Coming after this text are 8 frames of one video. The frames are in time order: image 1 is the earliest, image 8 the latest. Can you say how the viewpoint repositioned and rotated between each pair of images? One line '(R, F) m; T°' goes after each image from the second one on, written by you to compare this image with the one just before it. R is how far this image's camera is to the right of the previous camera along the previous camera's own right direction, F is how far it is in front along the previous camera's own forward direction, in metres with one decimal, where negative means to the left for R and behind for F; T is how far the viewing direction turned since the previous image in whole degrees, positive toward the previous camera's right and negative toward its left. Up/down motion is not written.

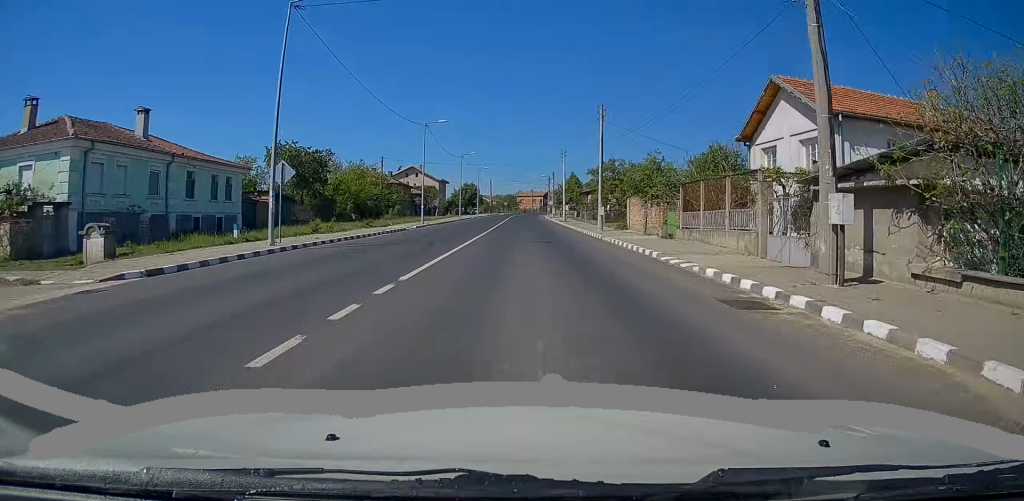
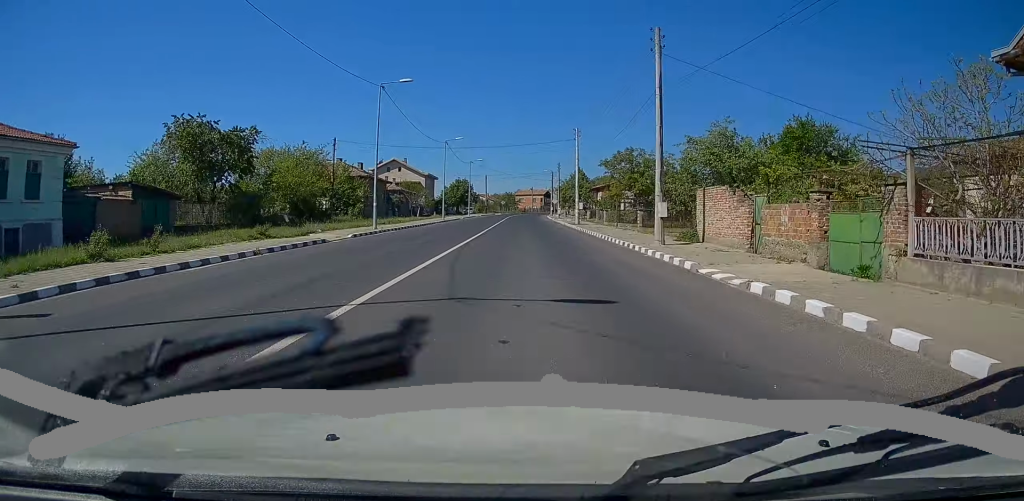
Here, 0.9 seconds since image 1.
(+0.1, +16.2) m; +1°
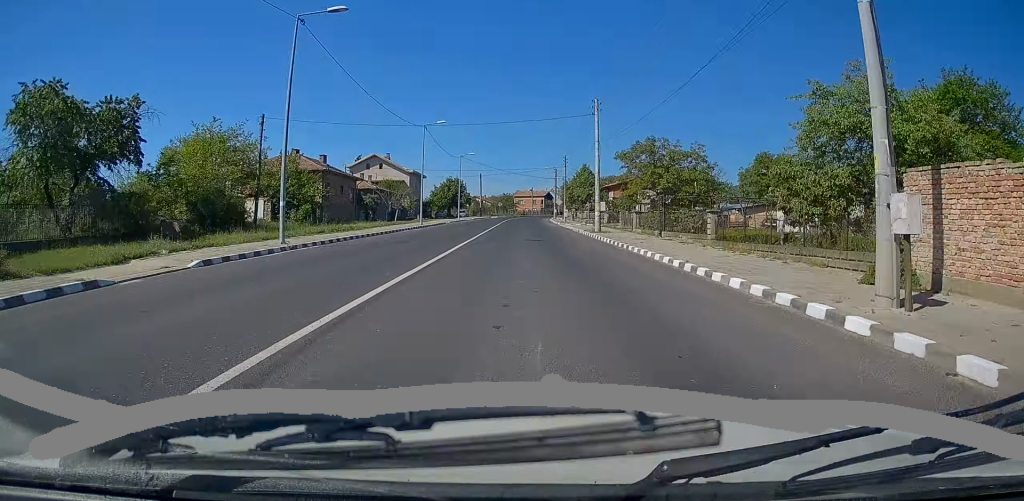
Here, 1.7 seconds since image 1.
(+0.1, +13.6) m; 0°
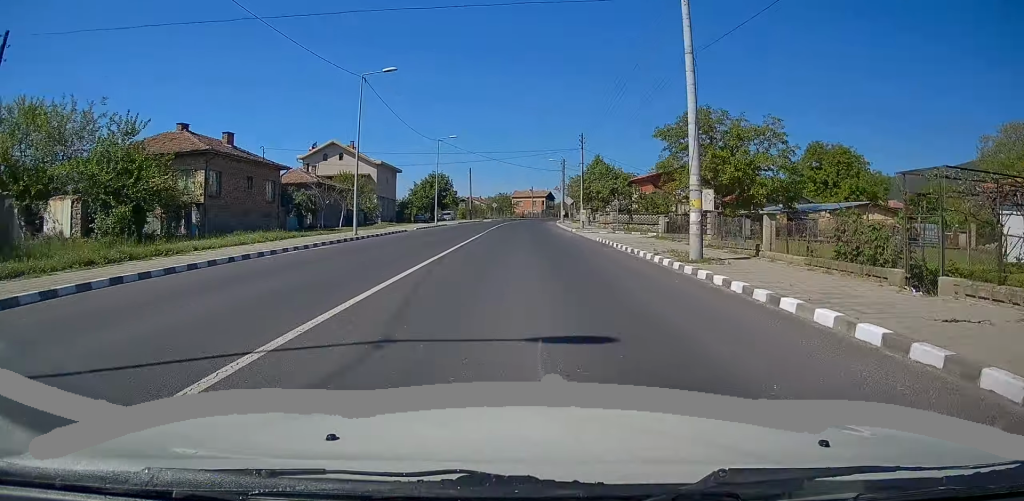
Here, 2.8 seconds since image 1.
(-0.2, +20.0) m; -1°
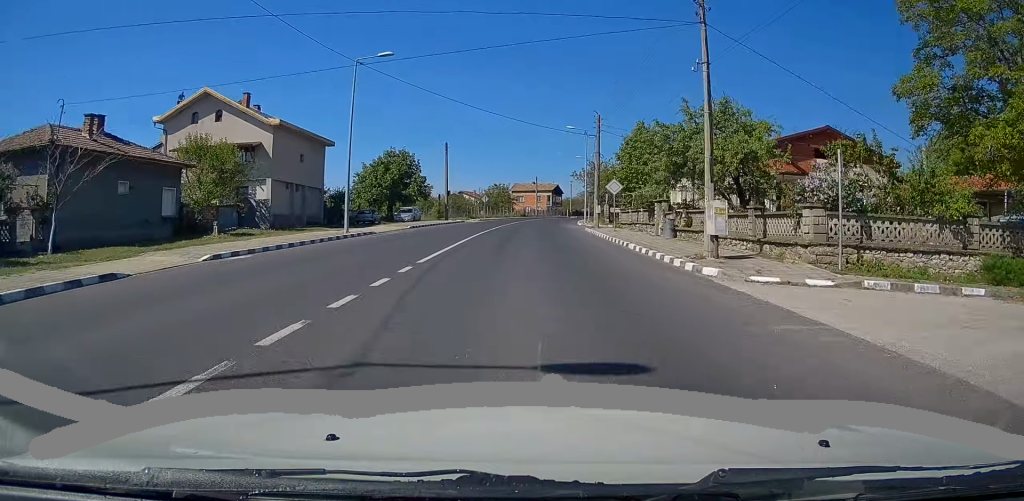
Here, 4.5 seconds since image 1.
(0.0, +31.1) m; +1°
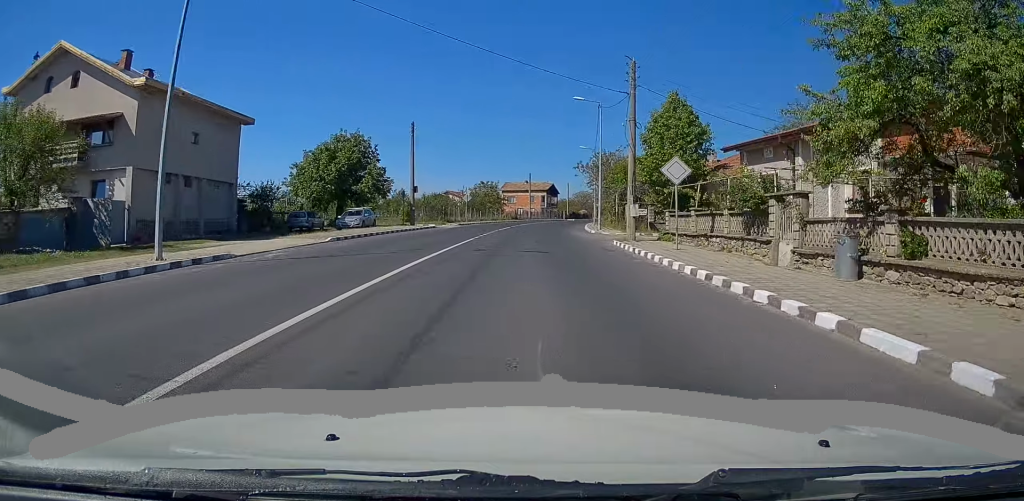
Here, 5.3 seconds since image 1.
(-0.1, +15.2) m; +1°
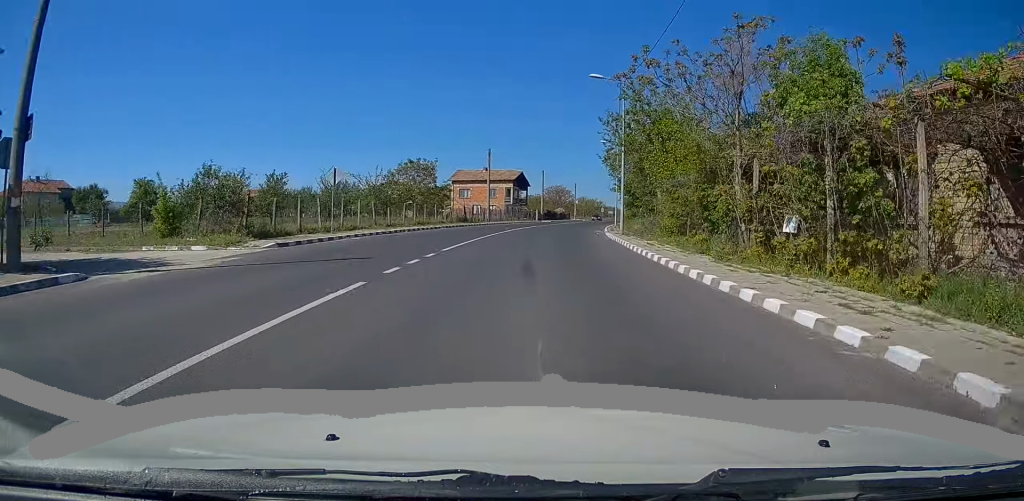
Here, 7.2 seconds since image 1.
(+0.3, +37.1) m; +1°
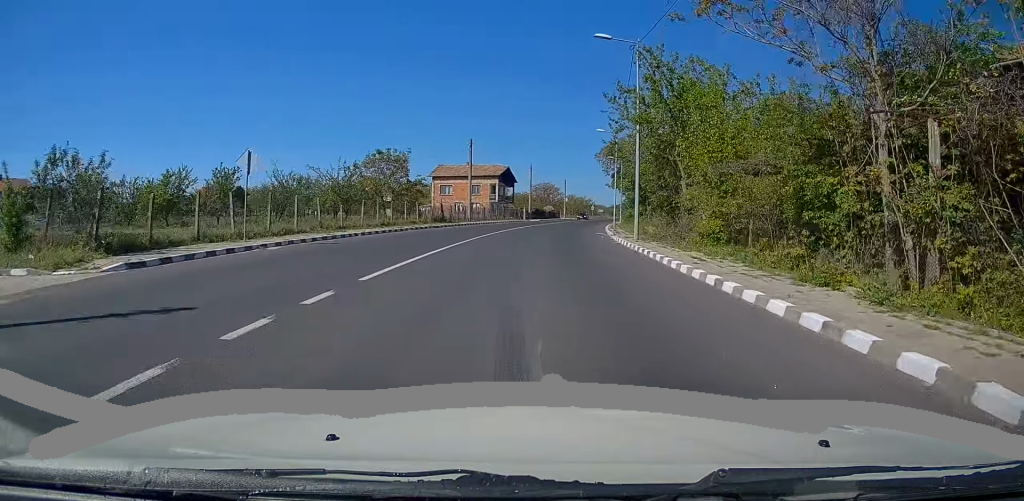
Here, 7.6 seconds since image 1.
(+0.2, +7.7) m; +2°
